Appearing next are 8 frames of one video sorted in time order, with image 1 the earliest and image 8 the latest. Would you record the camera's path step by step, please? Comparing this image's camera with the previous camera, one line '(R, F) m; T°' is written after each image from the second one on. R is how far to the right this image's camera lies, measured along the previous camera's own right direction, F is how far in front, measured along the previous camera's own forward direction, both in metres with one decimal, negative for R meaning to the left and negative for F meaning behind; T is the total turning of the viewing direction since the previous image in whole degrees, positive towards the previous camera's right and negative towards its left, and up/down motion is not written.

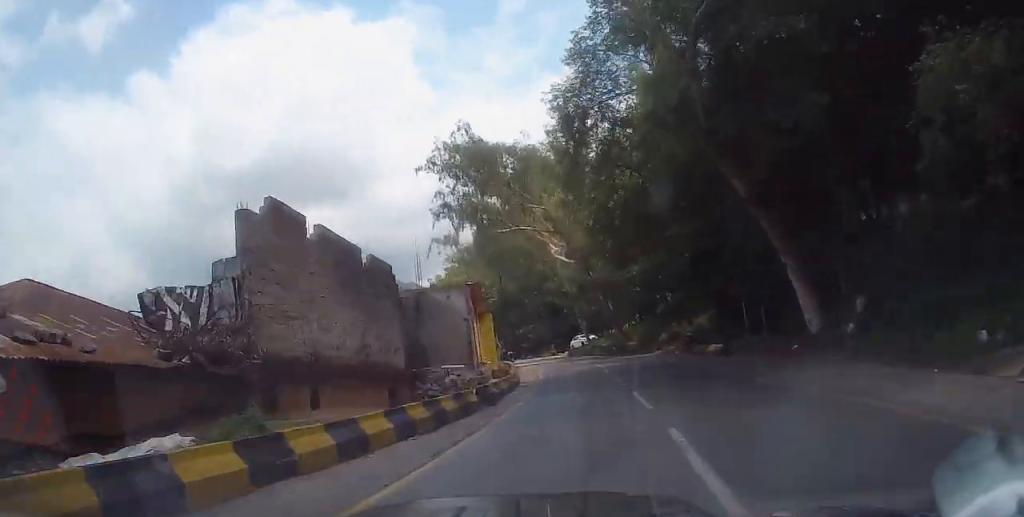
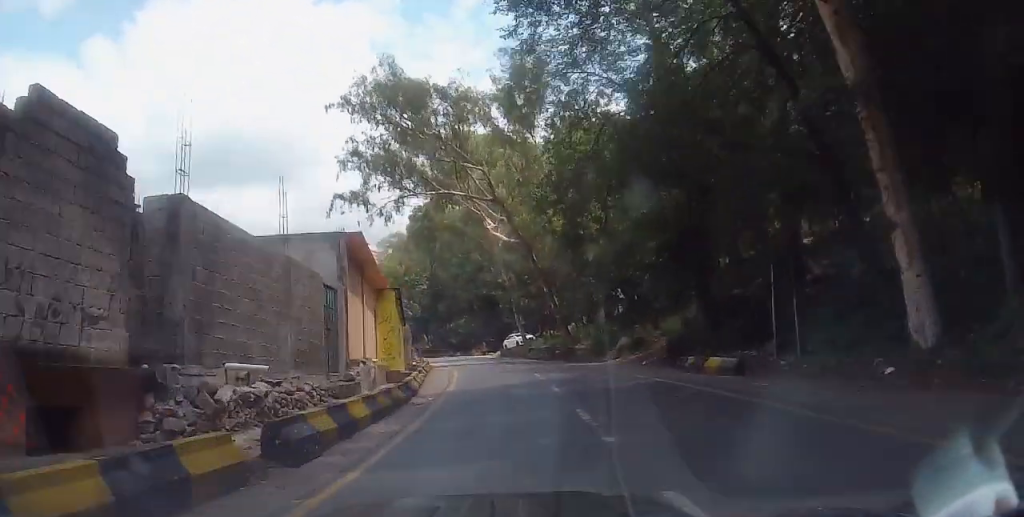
(+0.7, +9.8) m; +5°
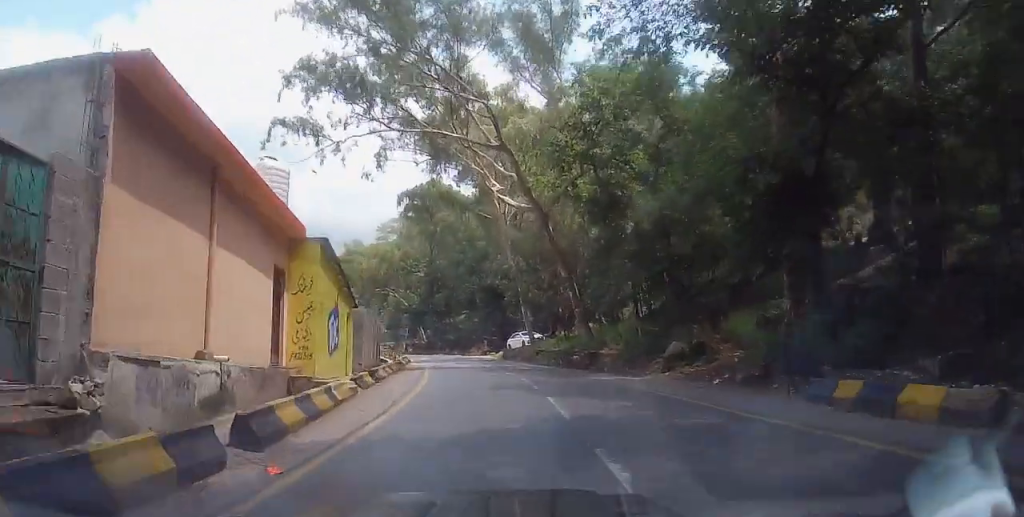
(+0.1, +10.1) m; +1°
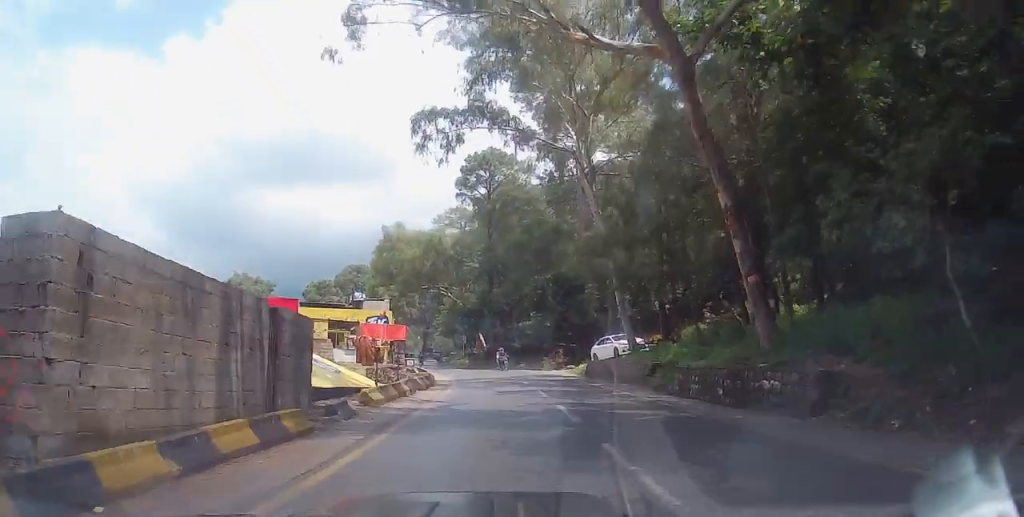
(-0.9, +16.9) m; -8°
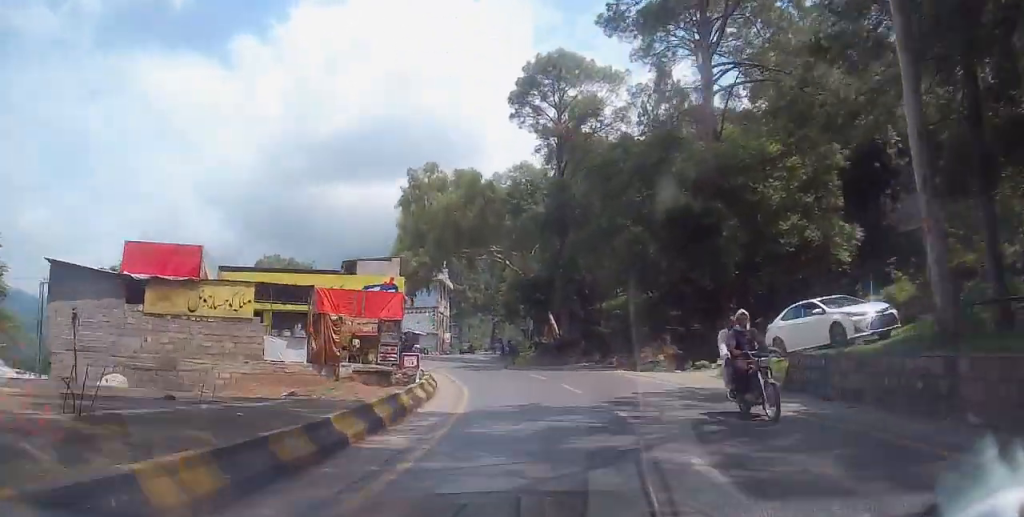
(-1.1, +19.8) m; -6°
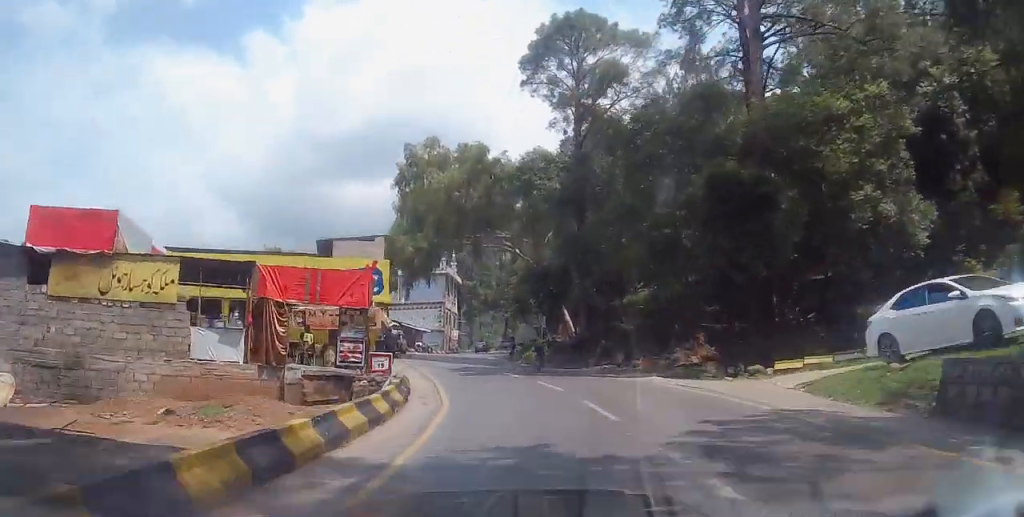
(0.0, +5.6) m; -2°
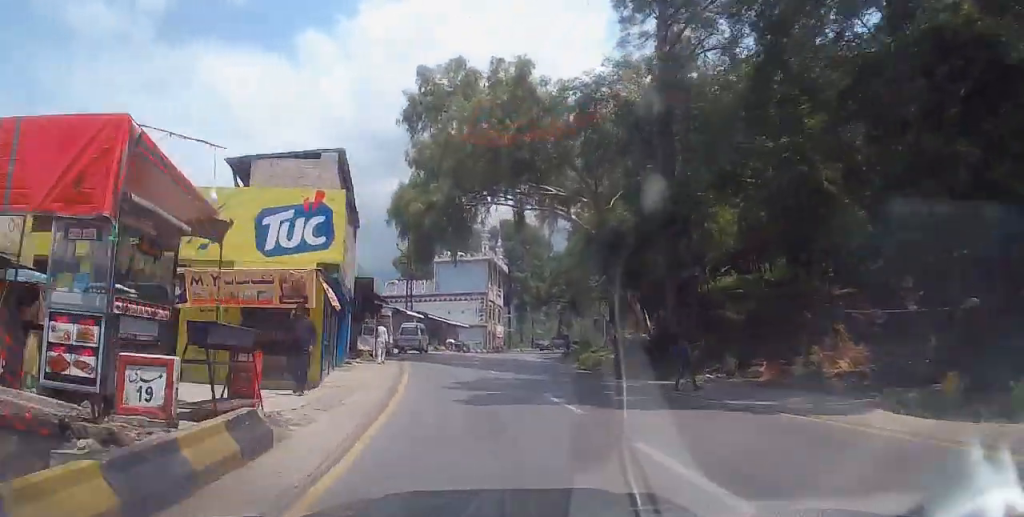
(-0.4, +11.9) m; -6°
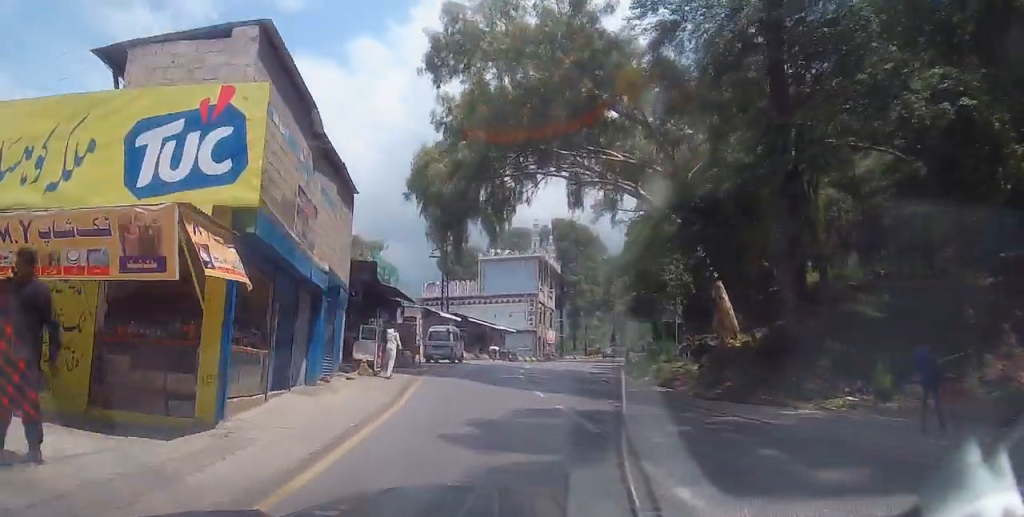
(-0.3, +7.0) m; -4°
